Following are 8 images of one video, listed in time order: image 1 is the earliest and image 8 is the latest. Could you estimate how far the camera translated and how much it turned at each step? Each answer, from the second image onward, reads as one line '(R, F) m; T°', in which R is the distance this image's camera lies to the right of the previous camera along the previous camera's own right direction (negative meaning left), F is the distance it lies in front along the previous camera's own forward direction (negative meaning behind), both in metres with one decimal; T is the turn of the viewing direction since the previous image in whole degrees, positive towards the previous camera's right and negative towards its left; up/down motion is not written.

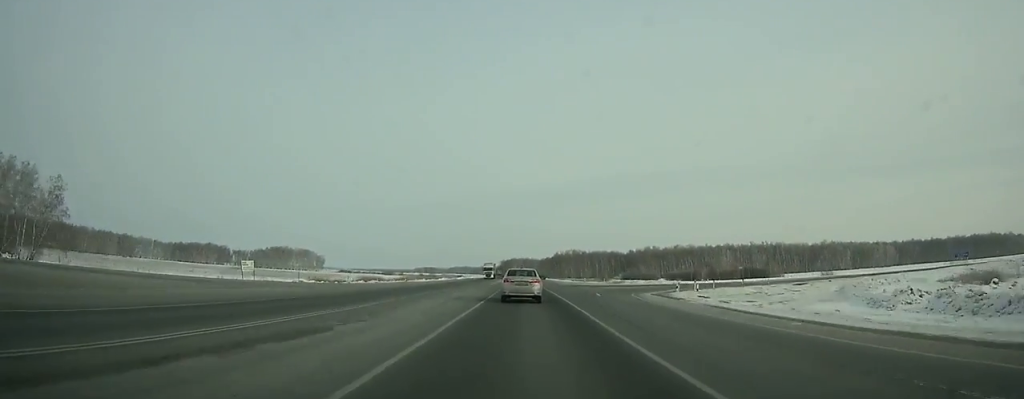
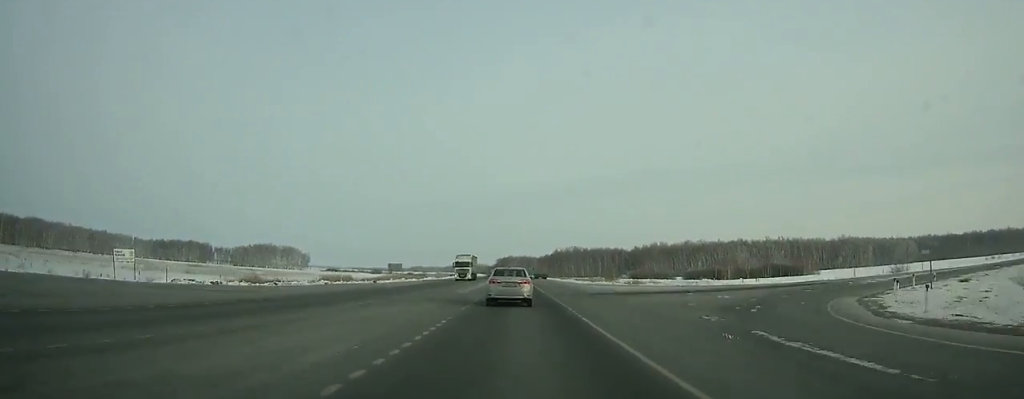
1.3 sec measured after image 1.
(0.0, +27.9) m; 0°
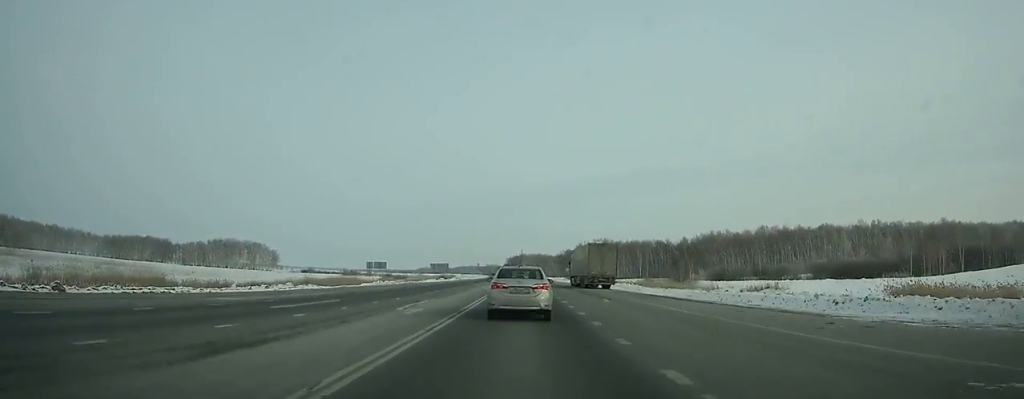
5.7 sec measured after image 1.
(-0.6, +87.1) m; -1°
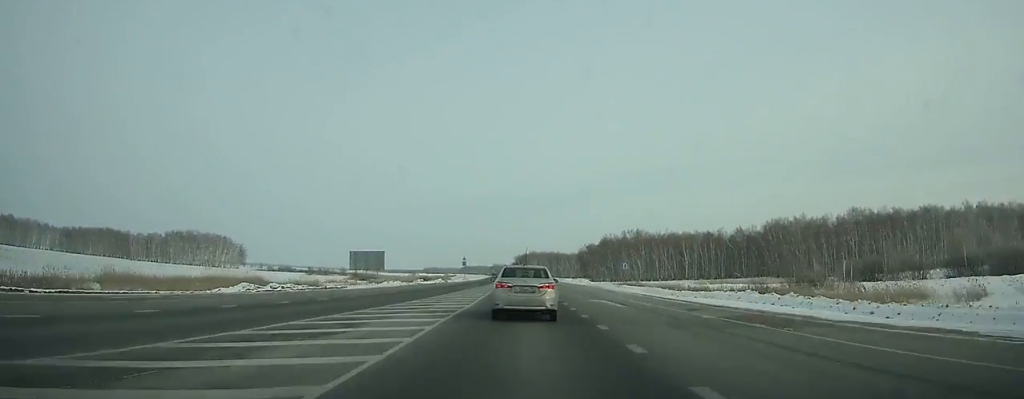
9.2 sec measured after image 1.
(-0.6, +65.0) m; -1°
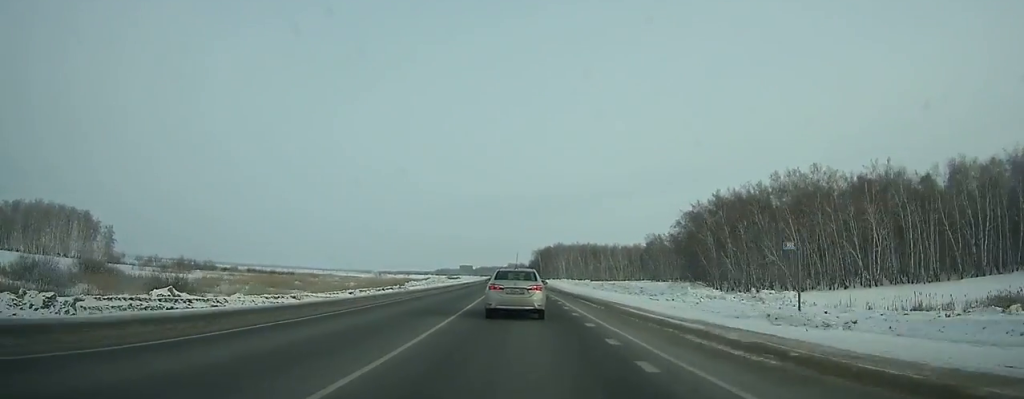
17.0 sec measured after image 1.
(-2.0, +140.5) m; -2°
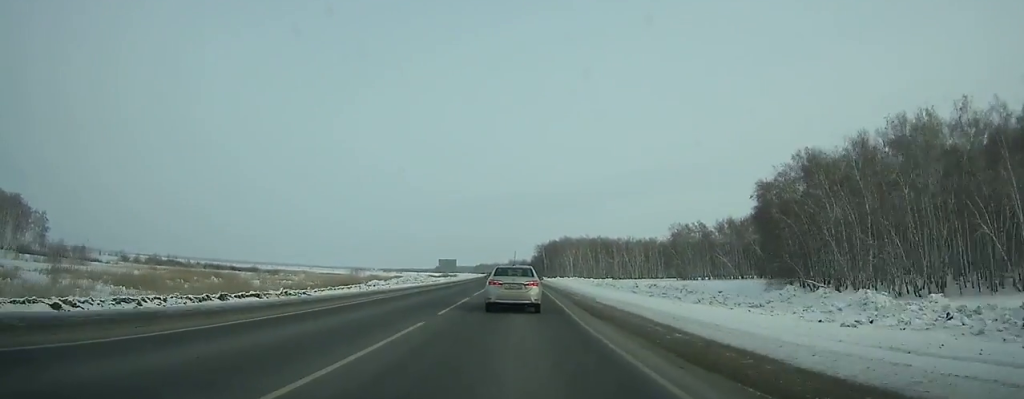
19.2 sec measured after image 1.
(-0.1, +40.2) m; -1°
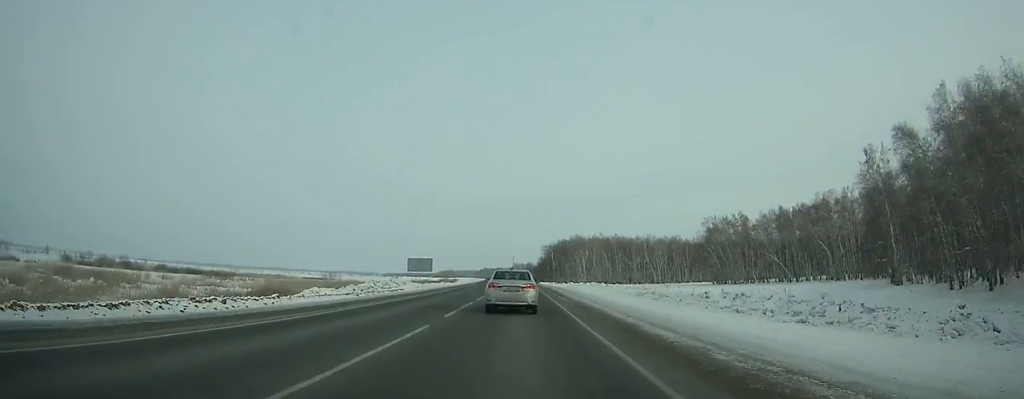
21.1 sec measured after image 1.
(-0.3, +35.3) m; -1°
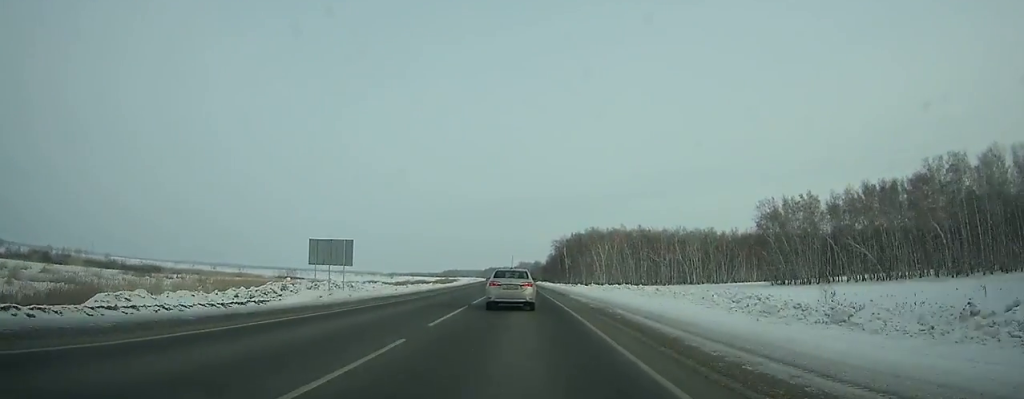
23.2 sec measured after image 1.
(-0.2, +39.7) m; -1°
